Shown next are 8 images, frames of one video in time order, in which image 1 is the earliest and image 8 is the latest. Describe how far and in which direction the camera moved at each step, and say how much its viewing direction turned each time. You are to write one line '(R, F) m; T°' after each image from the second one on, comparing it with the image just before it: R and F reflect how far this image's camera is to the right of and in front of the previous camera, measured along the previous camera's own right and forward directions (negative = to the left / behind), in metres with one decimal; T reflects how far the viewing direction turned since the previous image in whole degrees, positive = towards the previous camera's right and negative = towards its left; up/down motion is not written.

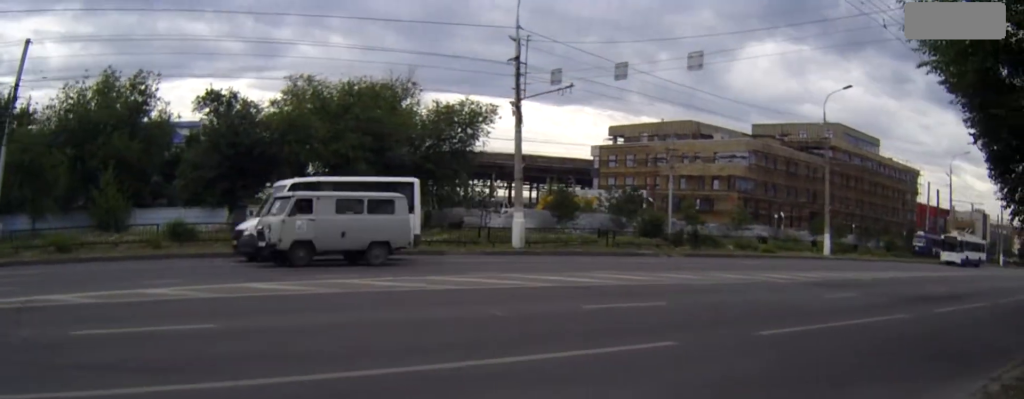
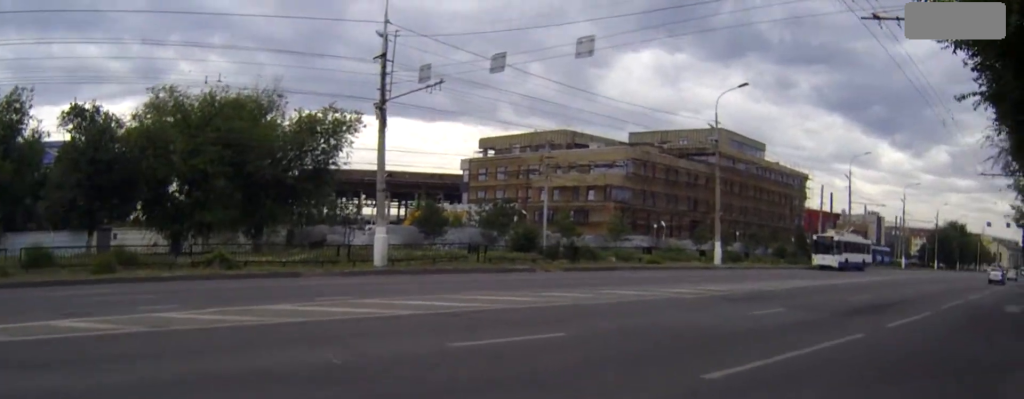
(+0.2, +3.3) m; +10°
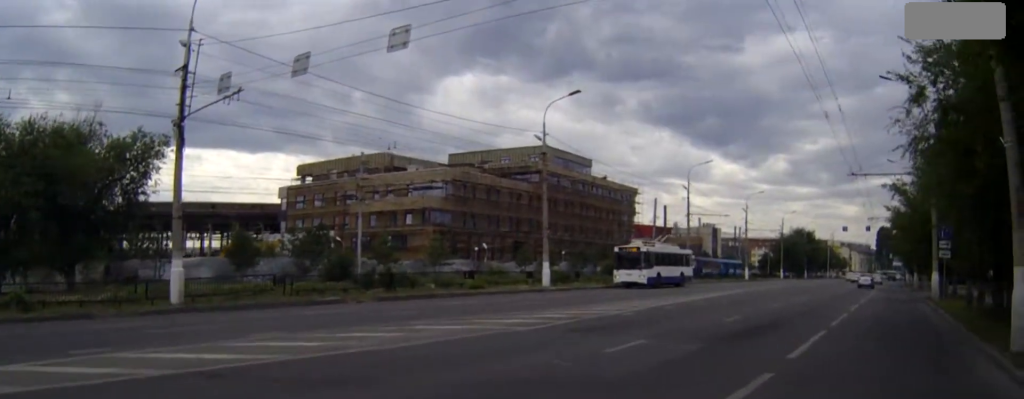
(+0.2, +3.4) m; +11°
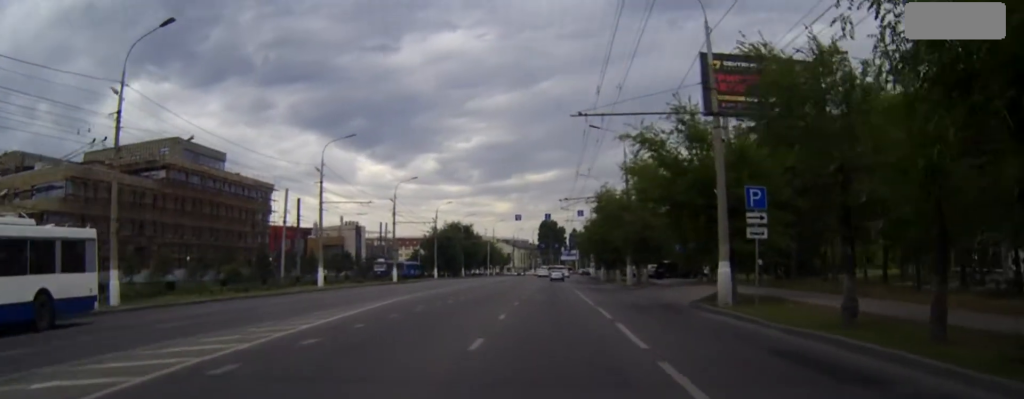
(+3.6, +15.2) m; +19°
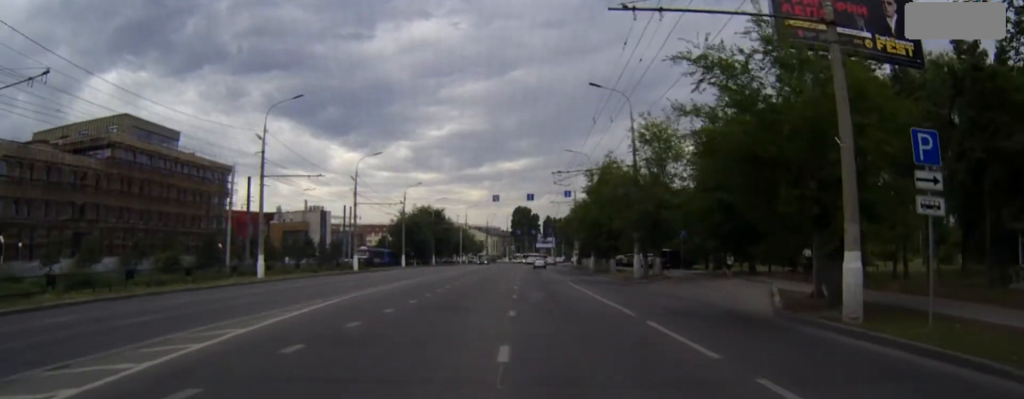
(+0.3, +10.7) m; +2°
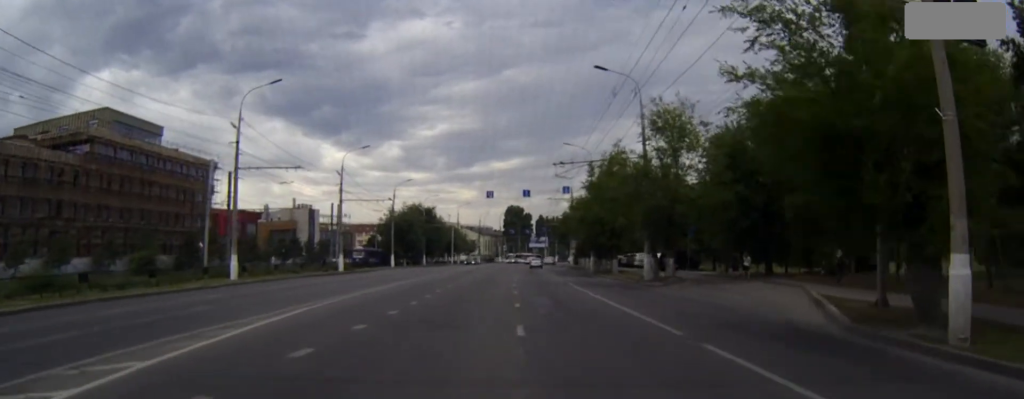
(0.0, +4.4) m; 0°
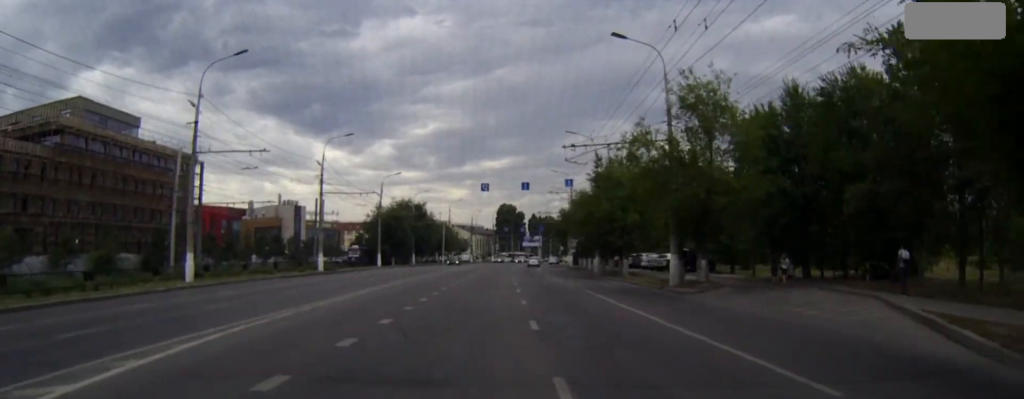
(0.0, +6.8) m; +1°
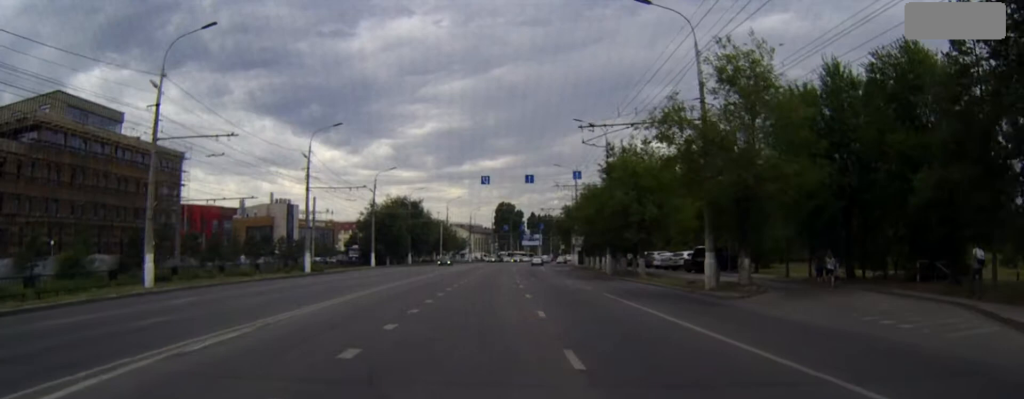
(0.0, +5.4) m; 0°
